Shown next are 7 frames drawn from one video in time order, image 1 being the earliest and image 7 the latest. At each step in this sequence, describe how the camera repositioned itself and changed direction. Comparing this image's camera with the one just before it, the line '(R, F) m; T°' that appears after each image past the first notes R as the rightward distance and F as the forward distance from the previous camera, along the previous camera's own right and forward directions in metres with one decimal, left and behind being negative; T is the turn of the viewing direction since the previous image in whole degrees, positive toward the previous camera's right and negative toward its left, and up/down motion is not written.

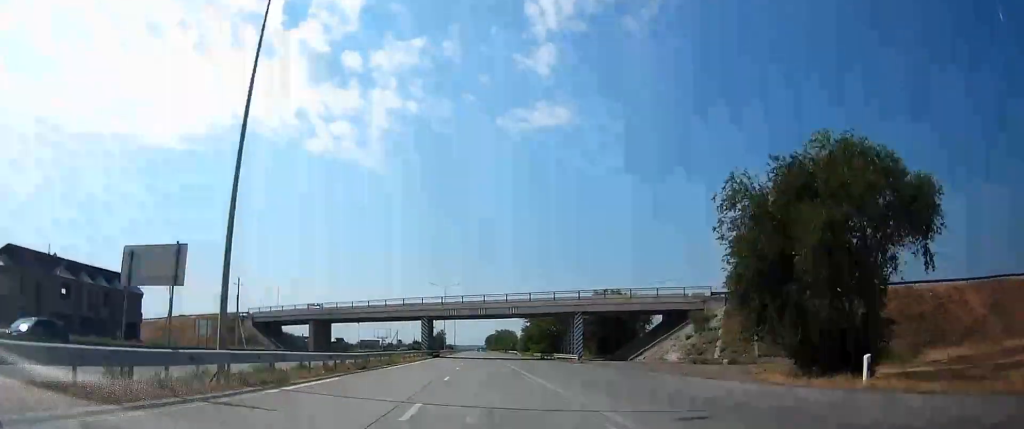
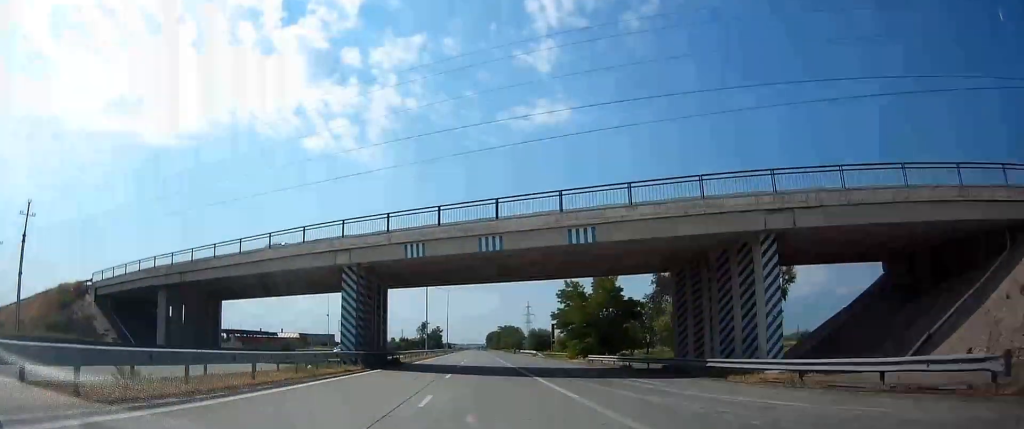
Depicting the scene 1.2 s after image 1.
(0.0, +45.7) m; -1°
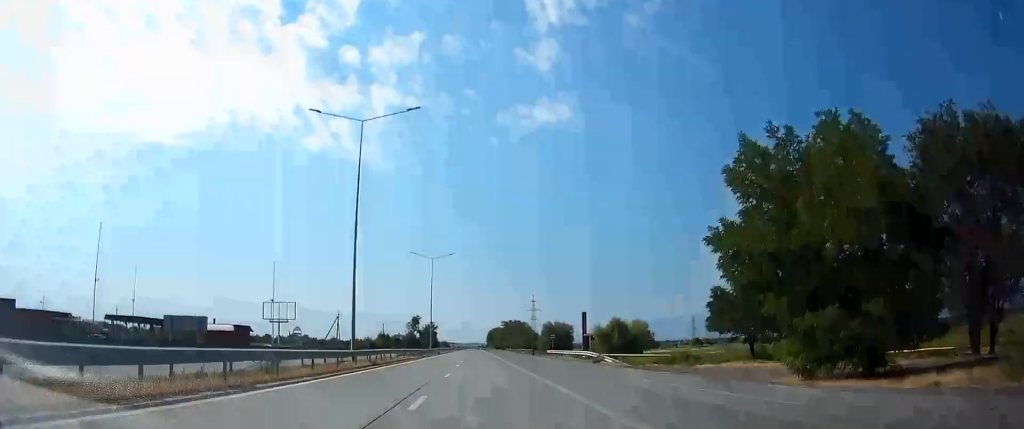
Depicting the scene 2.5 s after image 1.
(-0.2, +48.4) m; 0°
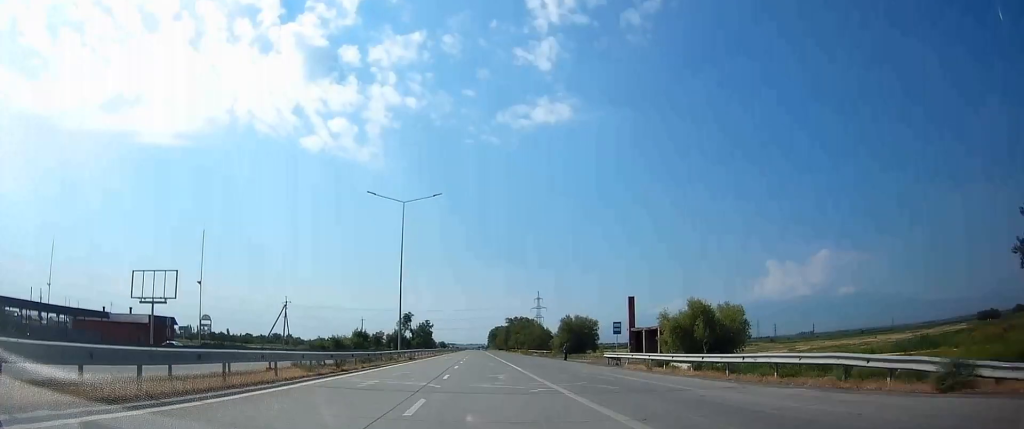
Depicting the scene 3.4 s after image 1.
(+0.1, +35.9) m; 0°
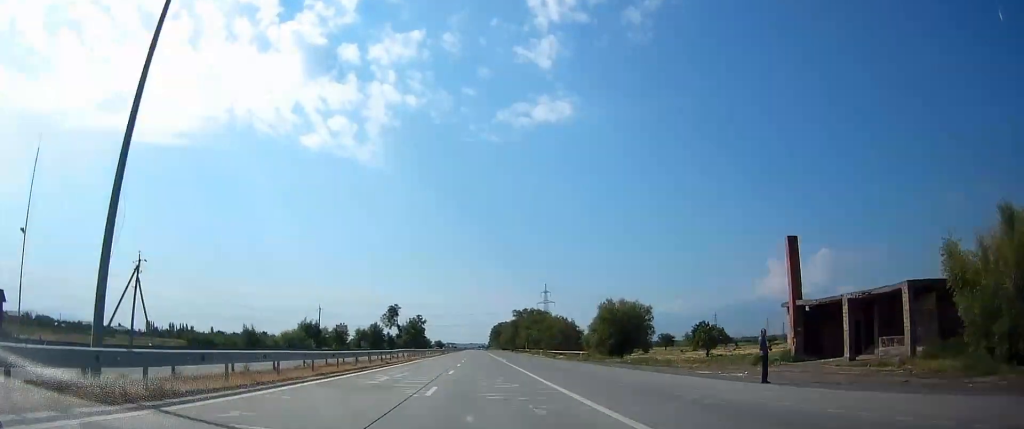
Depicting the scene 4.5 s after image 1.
(-0.1, +43.7) m; 0°
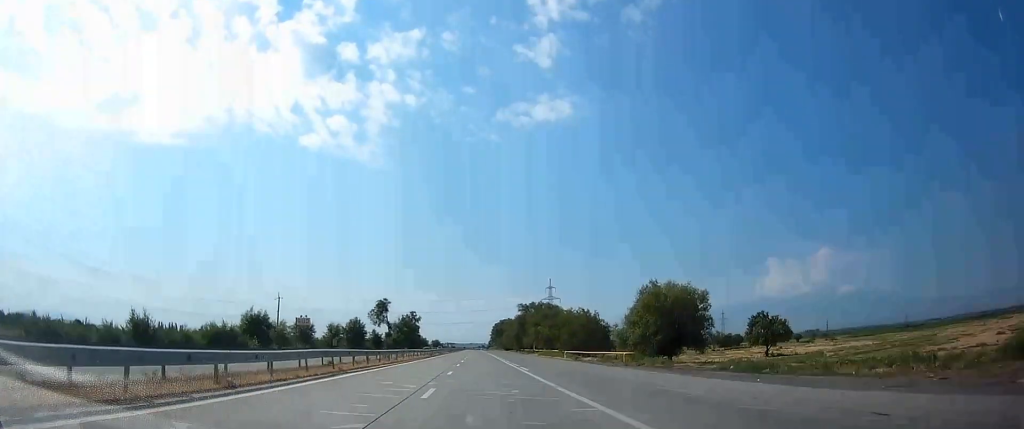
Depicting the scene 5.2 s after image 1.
(+0.1, +24.5) m; 0°
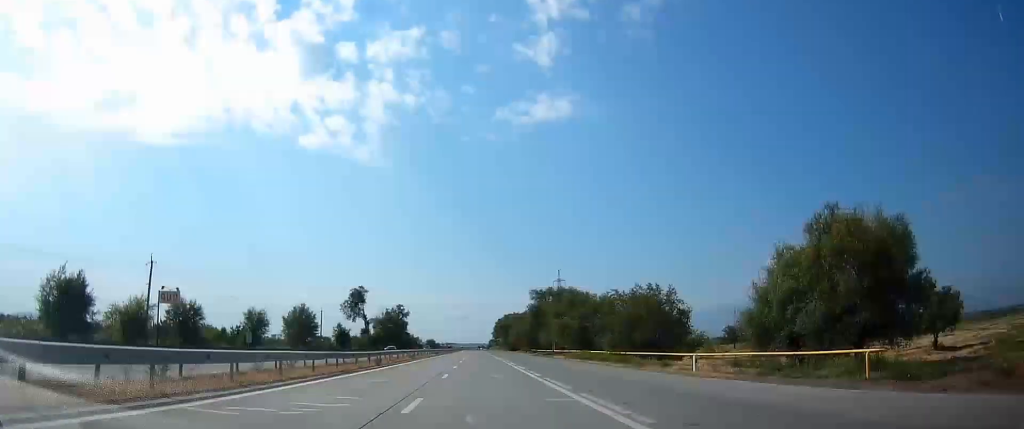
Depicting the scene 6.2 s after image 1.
(-0.1, +38.8) m; -1°
